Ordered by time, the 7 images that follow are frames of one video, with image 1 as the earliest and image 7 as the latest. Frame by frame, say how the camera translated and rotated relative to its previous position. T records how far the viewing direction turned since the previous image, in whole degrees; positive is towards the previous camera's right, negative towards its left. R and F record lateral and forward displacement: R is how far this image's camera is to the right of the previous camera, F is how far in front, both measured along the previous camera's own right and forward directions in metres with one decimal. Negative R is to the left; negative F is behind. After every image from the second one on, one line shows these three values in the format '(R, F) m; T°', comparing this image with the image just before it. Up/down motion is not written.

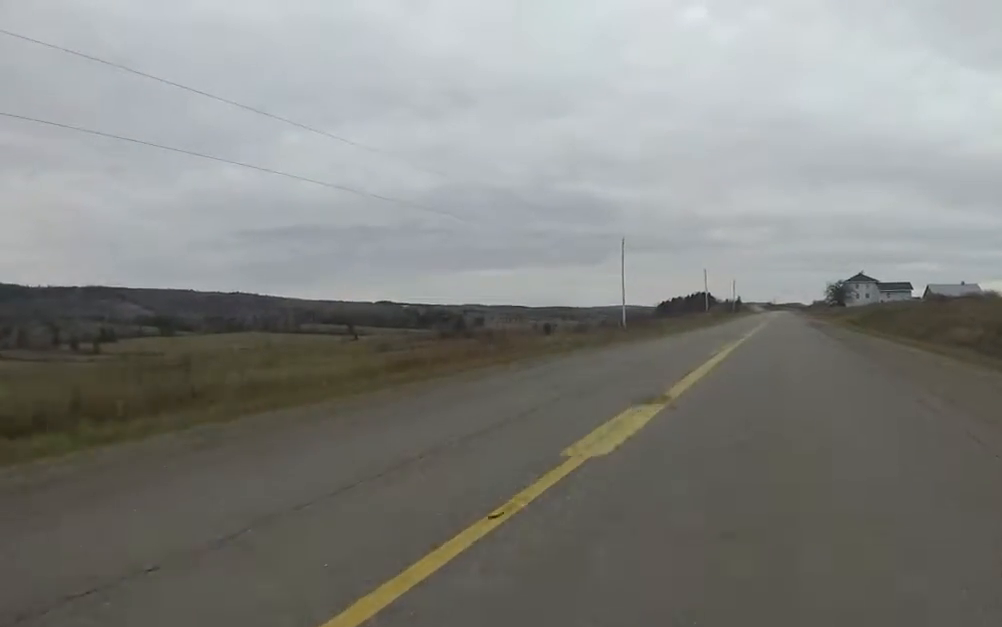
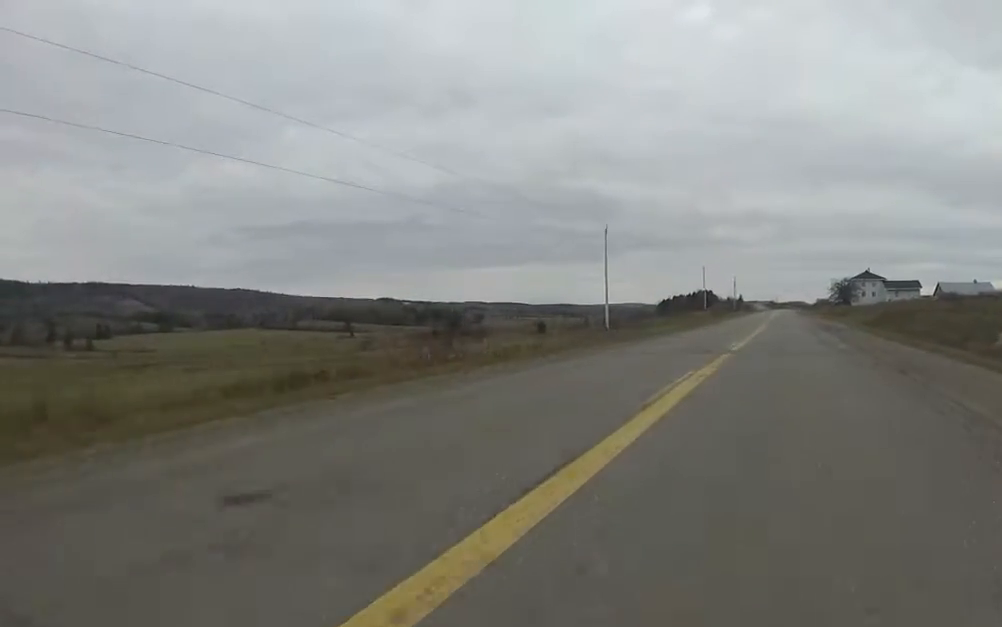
(0.0, +6.2) m; 0°
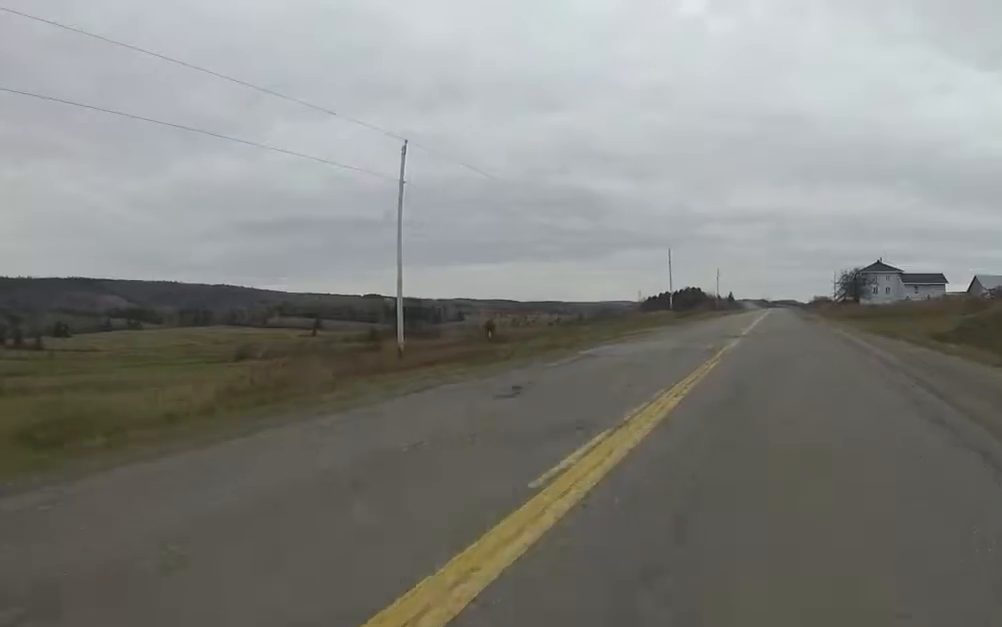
(0.0, +26.0) m; 0°
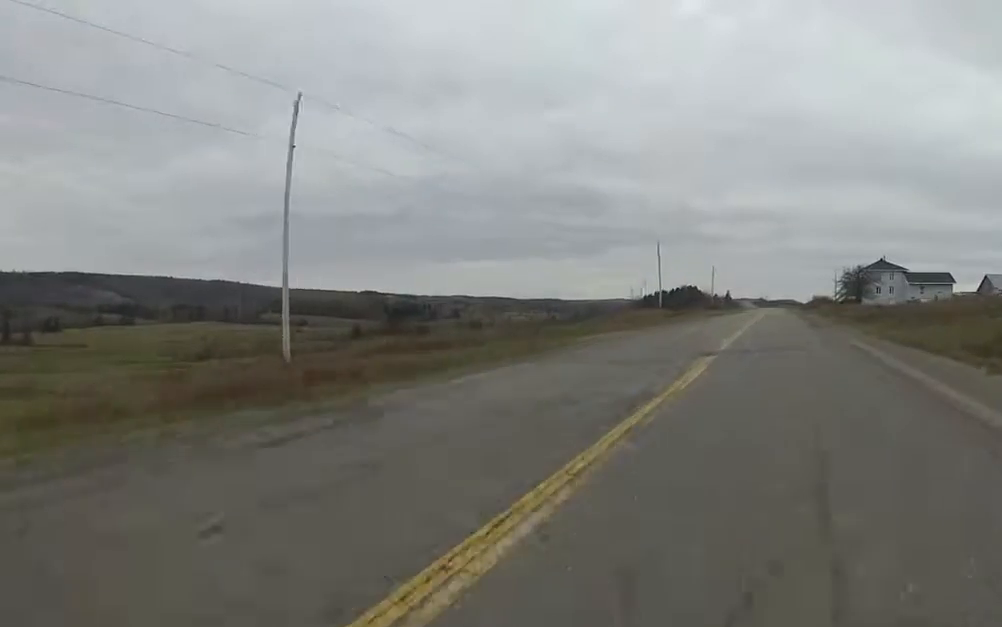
(0.0, +5.9) m; 0°
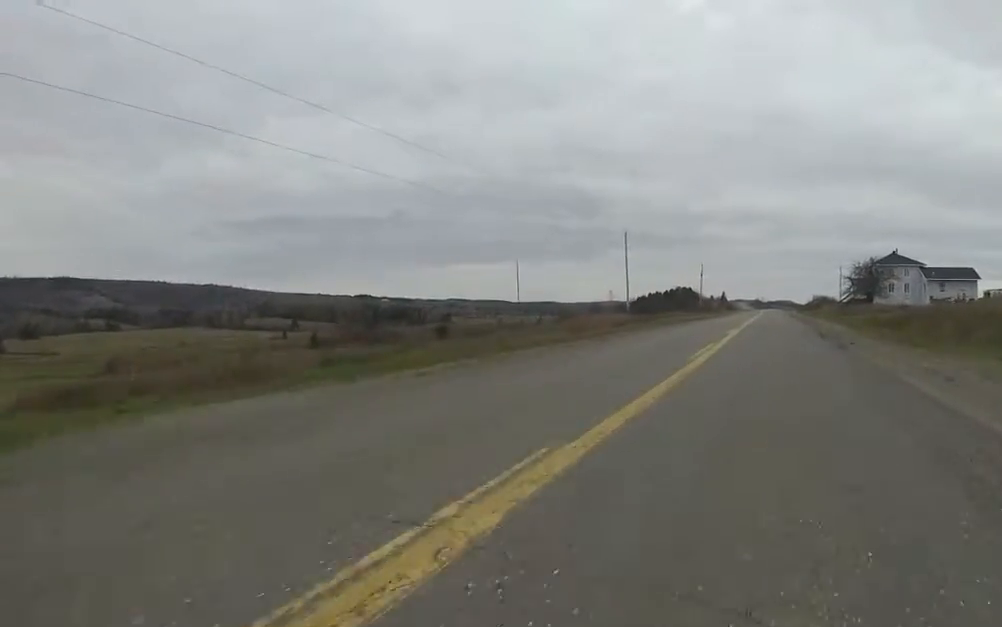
(+0.5, +15.0) m; +3°
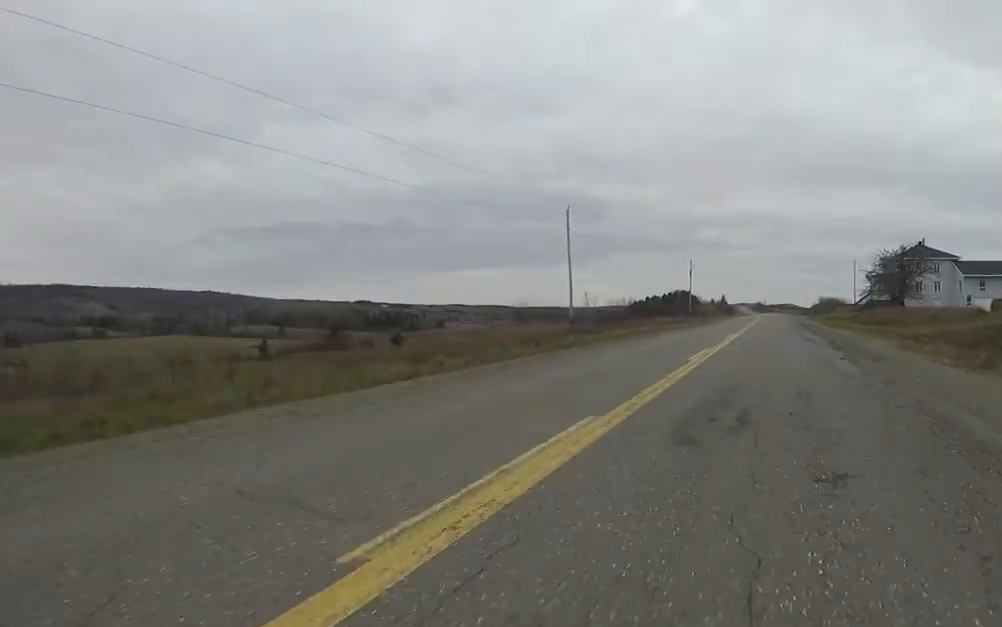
(-0.2, +17.4) m; -3°
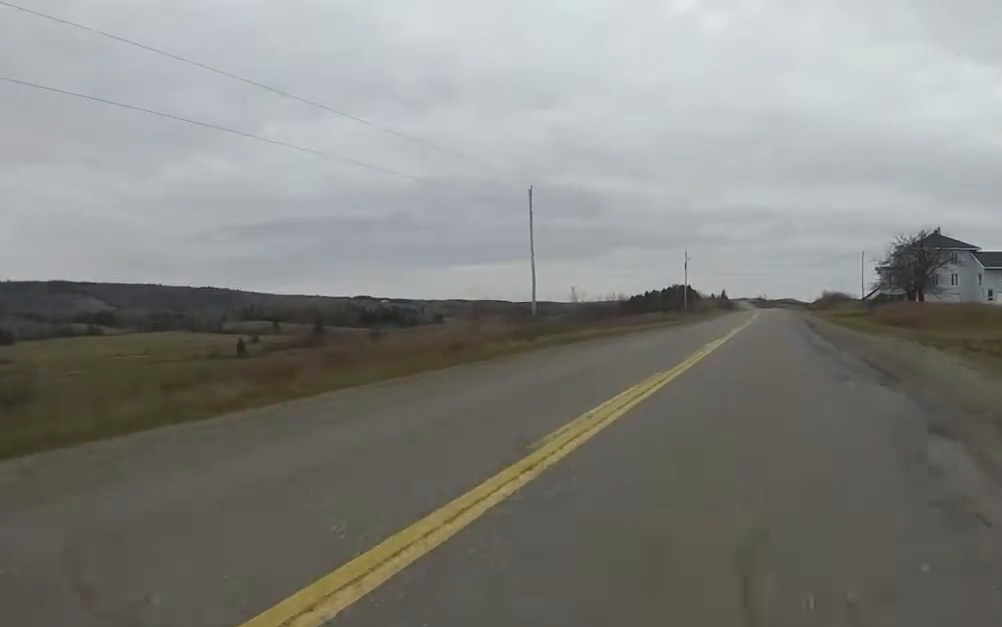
(0.0, +7.0) m; -3°
